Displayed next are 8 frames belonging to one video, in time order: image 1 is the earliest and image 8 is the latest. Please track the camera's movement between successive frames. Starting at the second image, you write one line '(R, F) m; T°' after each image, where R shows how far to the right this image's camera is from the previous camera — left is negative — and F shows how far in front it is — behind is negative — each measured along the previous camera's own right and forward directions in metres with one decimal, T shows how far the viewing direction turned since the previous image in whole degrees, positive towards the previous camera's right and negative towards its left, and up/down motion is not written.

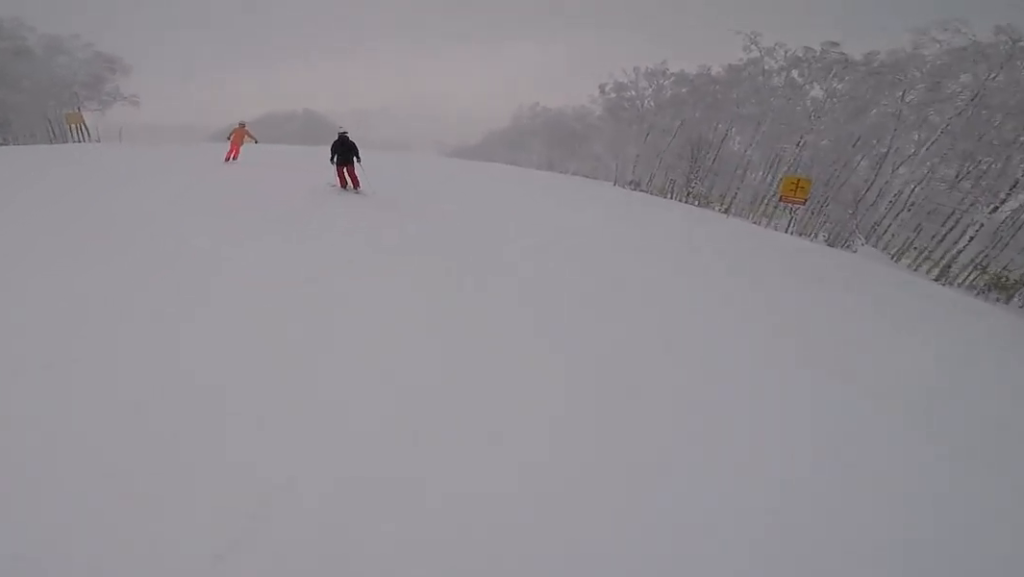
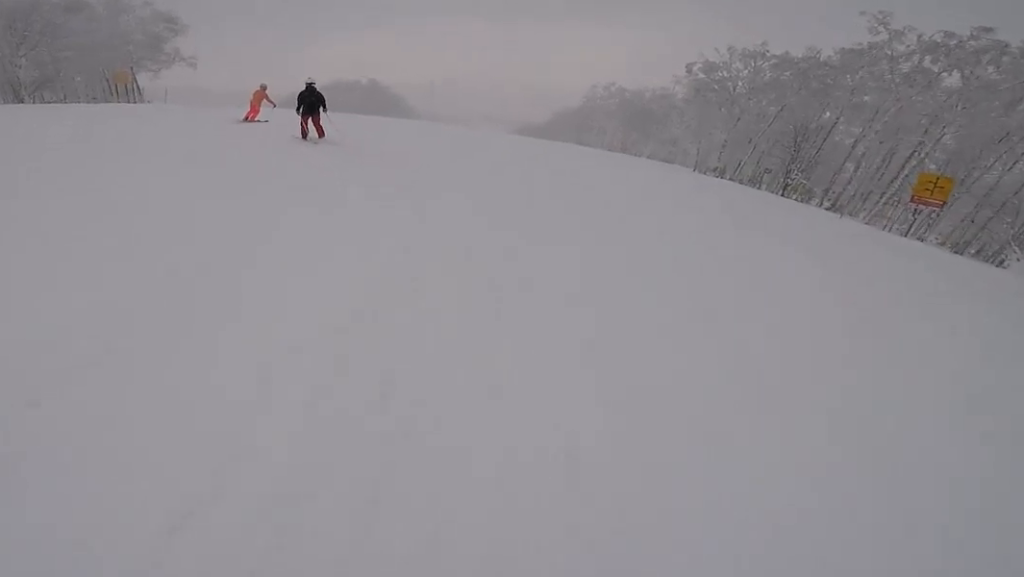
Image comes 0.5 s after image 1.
(+0.1, +3.4) m; -5°
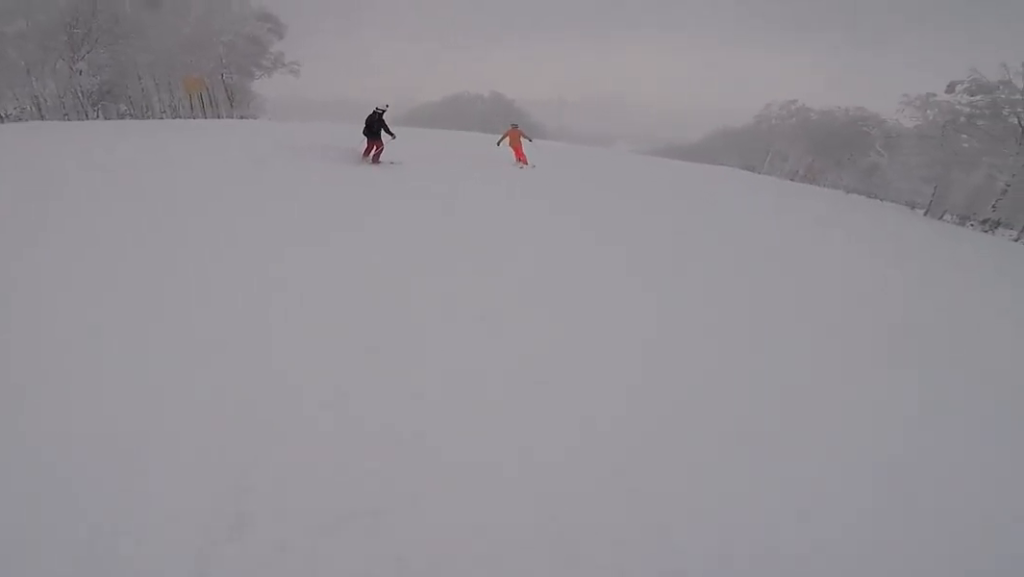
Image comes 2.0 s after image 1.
(-1.5, +10.1) m; +3°
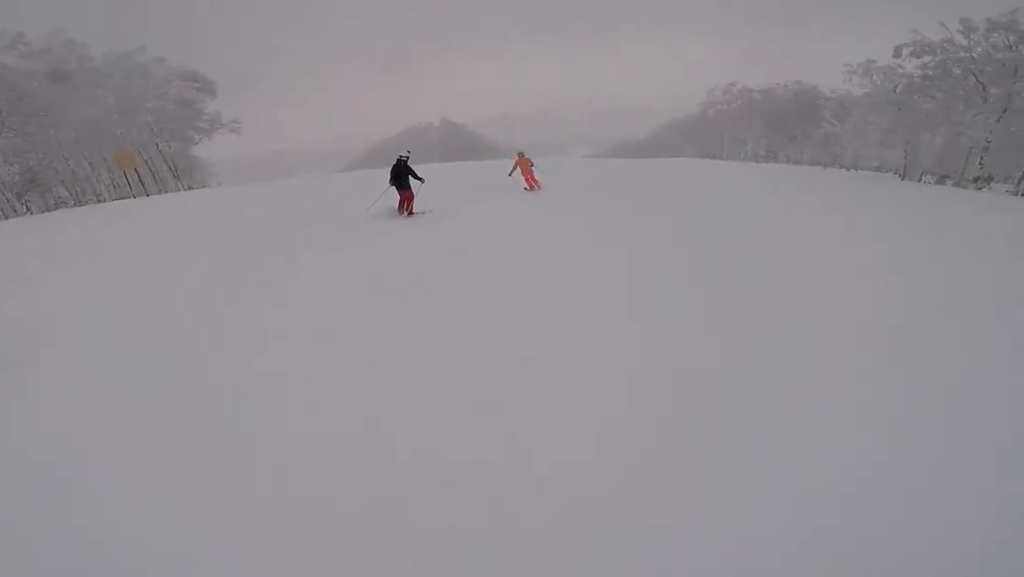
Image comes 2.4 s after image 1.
(-0.5, +2.7) m; +8°
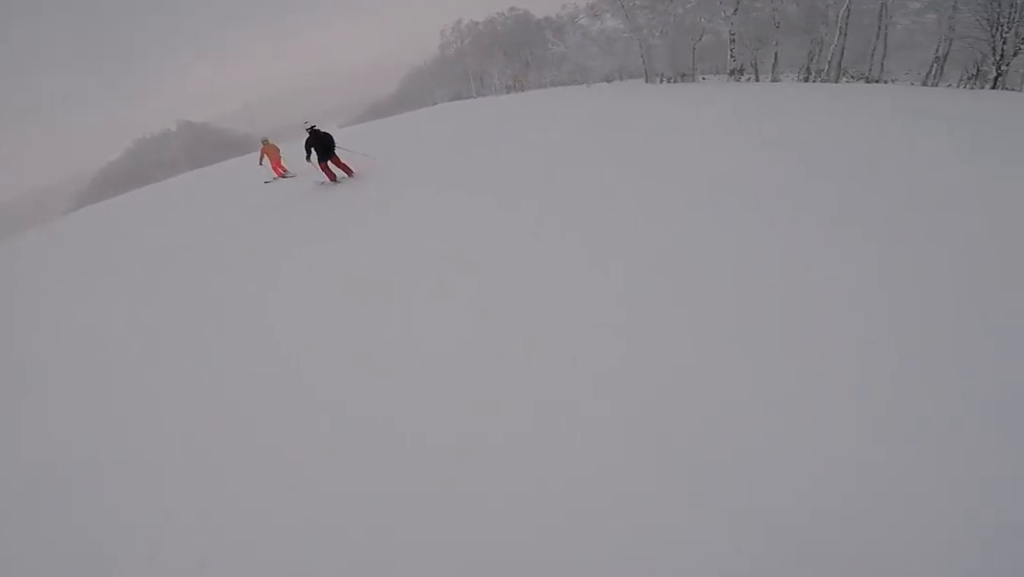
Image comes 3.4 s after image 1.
(+2.3, +6.9) m; +17°
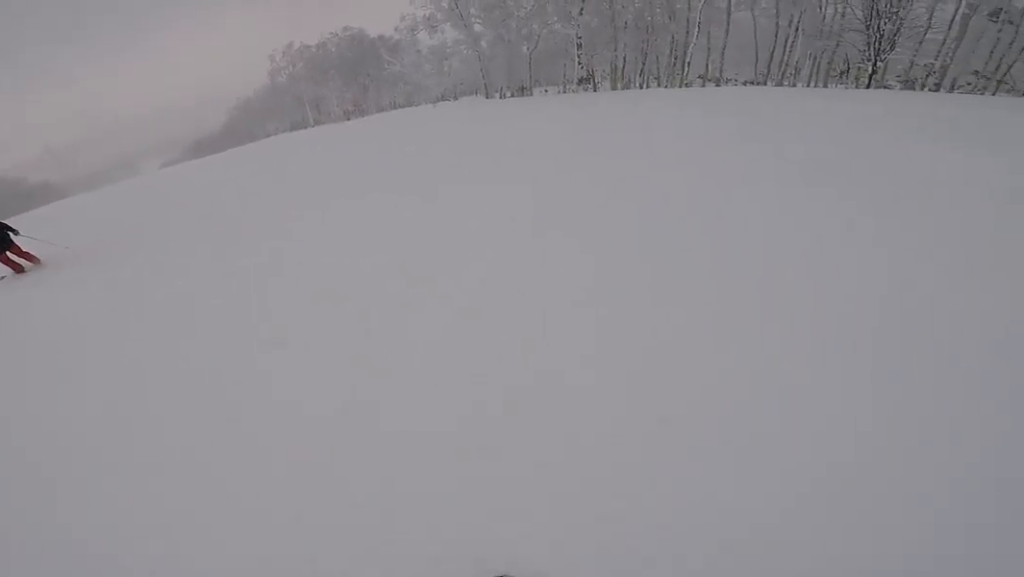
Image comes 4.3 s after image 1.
(-0.1, +5.9) m; -9°
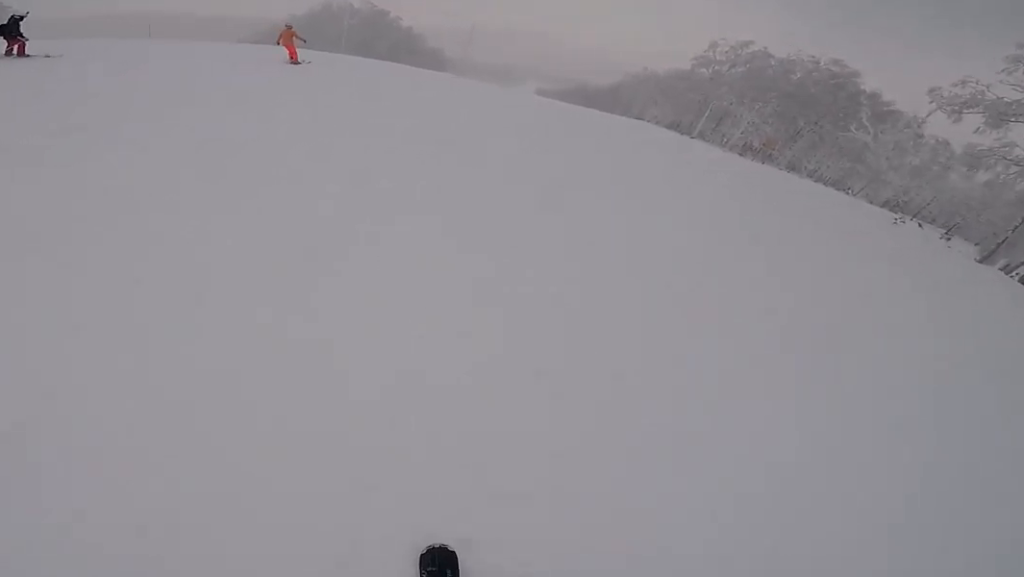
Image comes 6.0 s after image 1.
(-3.7, +10.9) m; -40°
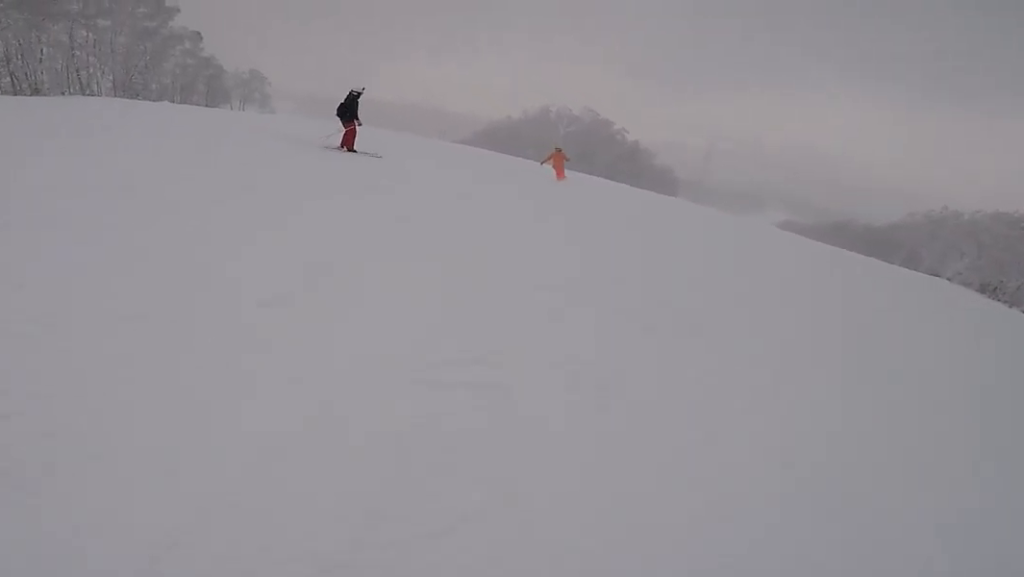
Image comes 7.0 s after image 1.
(-1.4, +6.4) m; -17°
